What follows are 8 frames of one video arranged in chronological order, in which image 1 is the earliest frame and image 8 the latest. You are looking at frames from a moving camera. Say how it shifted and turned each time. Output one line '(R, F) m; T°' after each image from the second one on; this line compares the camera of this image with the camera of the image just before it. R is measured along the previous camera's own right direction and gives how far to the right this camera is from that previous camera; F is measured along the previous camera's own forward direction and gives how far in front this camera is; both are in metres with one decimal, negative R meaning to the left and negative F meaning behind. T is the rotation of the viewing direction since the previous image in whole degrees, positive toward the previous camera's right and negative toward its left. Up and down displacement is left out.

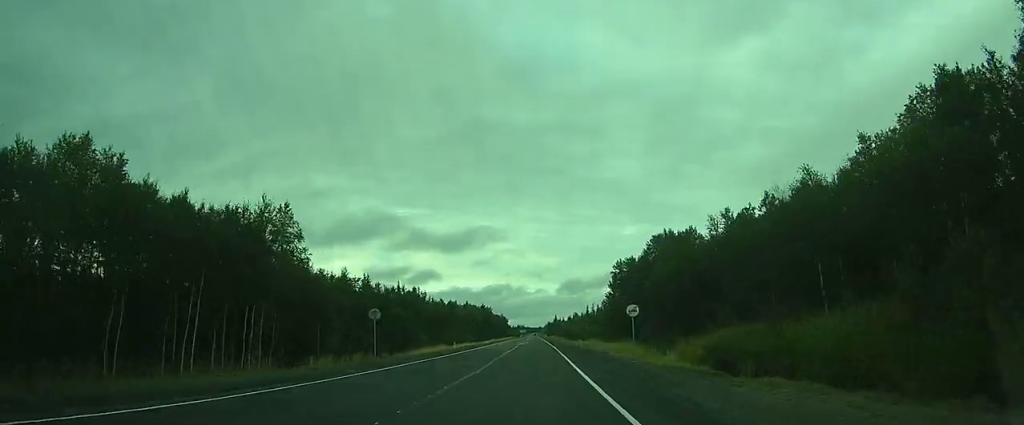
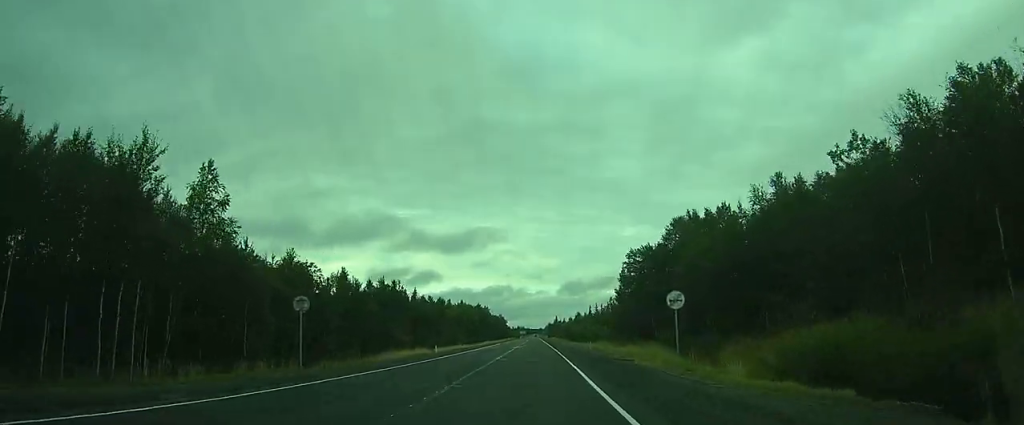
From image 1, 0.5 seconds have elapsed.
(0.0, +10.1) m; 0°
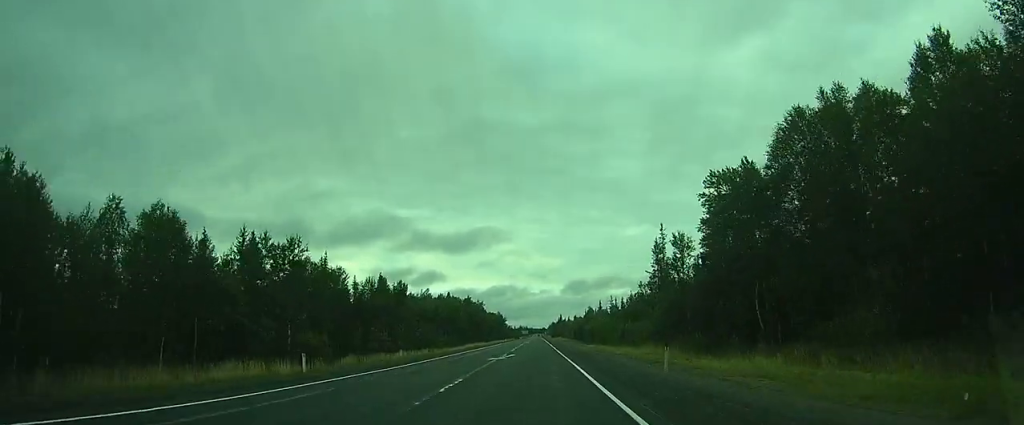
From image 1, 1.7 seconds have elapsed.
(+0.2, +30.9) m; 0°
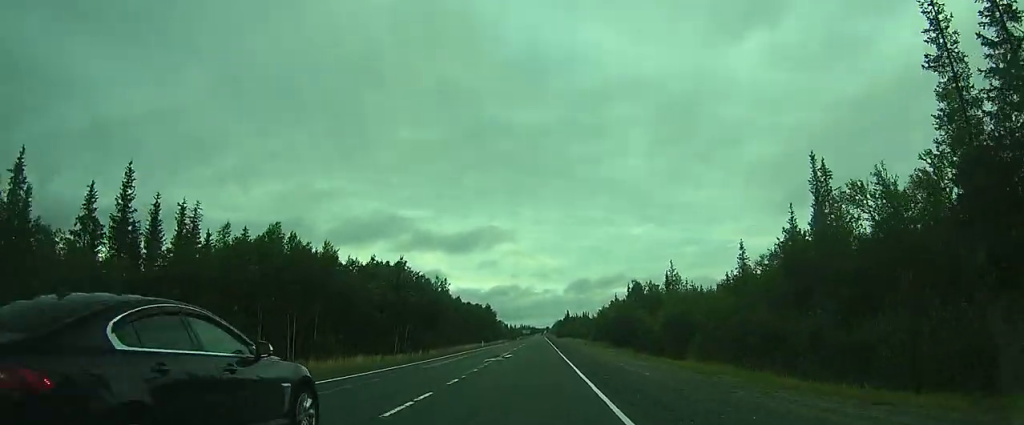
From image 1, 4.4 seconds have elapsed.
(+0.2, +69.4) m; +1°
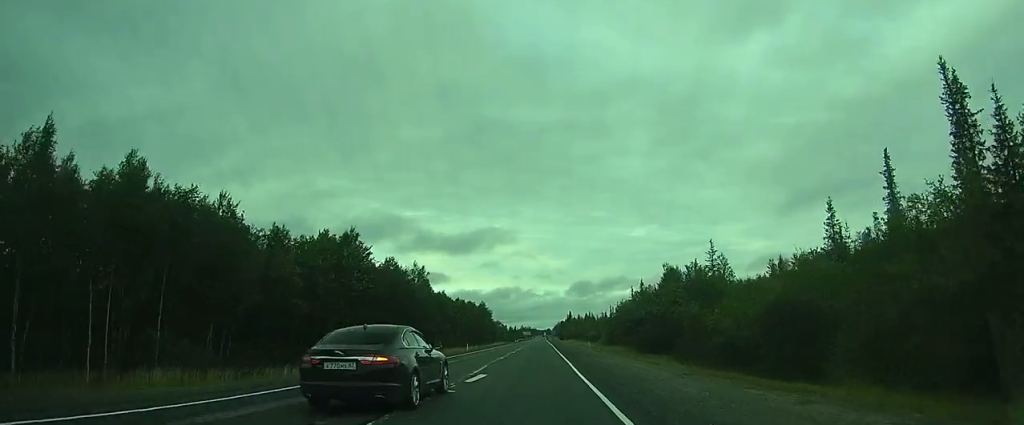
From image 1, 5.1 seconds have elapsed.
(+0.1, +18.1) m; 0°
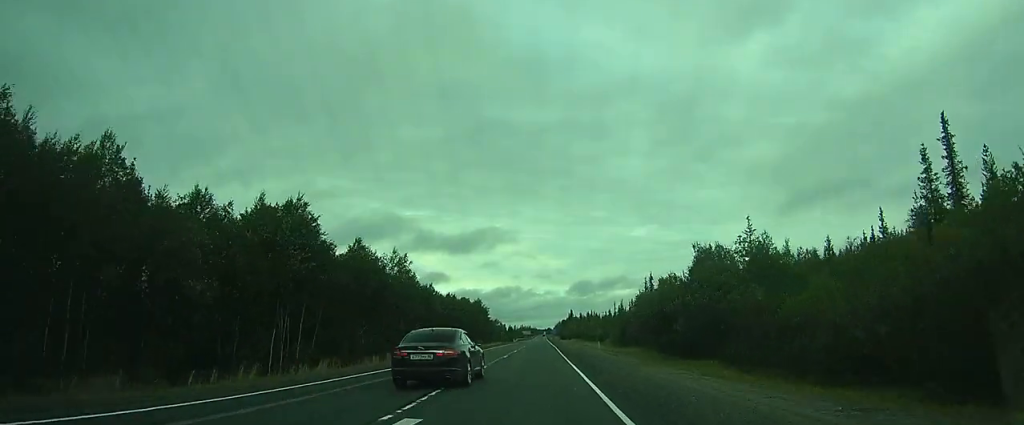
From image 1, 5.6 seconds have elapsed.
(0.0, +10.8) m; 0°
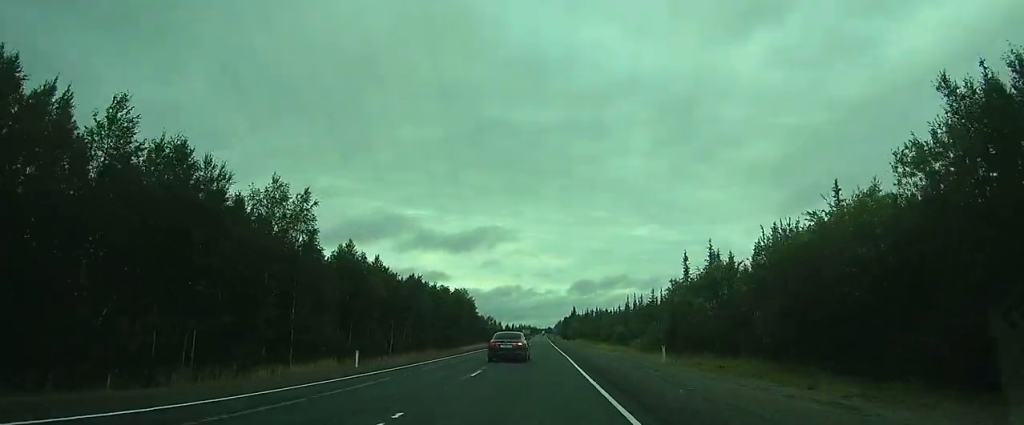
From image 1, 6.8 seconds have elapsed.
(-0.1, +28.1) m; -1°
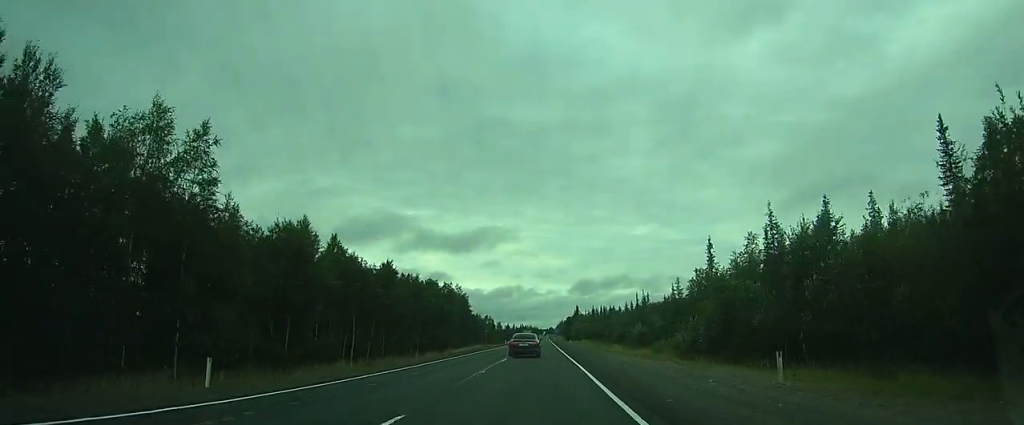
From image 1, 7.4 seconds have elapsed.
(0.0, +12.1) m; 0°
